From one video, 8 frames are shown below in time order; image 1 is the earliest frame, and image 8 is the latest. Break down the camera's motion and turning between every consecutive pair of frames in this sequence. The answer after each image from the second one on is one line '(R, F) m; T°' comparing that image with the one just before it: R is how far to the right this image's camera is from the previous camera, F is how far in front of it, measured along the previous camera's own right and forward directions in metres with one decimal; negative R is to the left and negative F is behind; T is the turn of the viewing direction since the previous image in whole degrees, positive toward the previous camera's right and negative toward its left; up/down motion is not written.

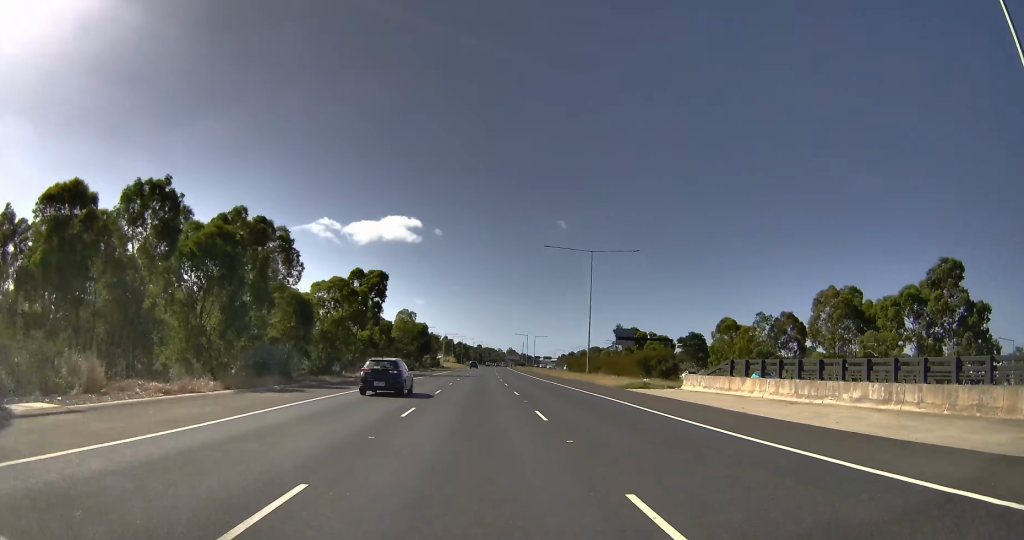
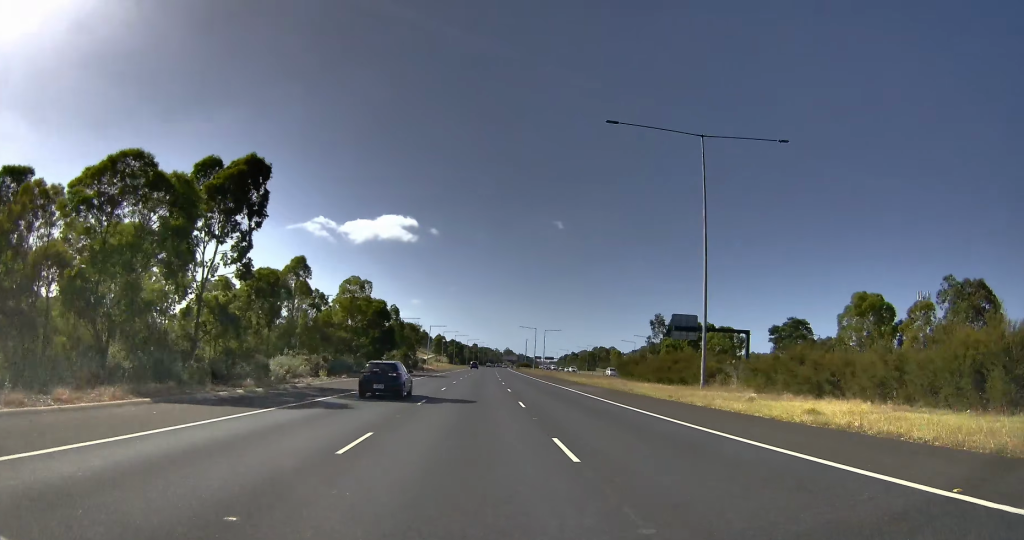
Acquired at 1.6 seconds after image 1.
(-0.4, +46.6) m; 0°
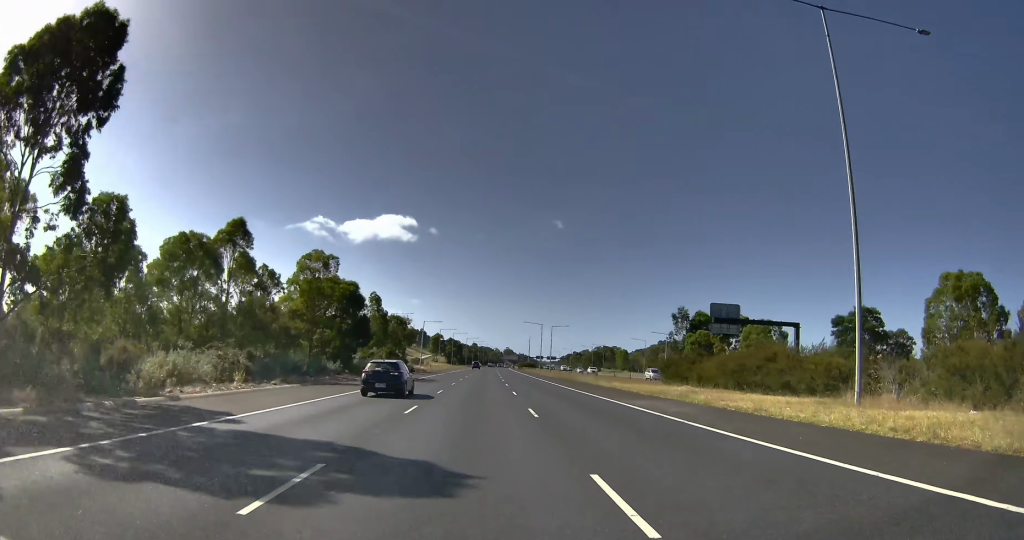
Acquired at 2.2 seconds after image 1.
(+0.1, +16.8) m; 0°
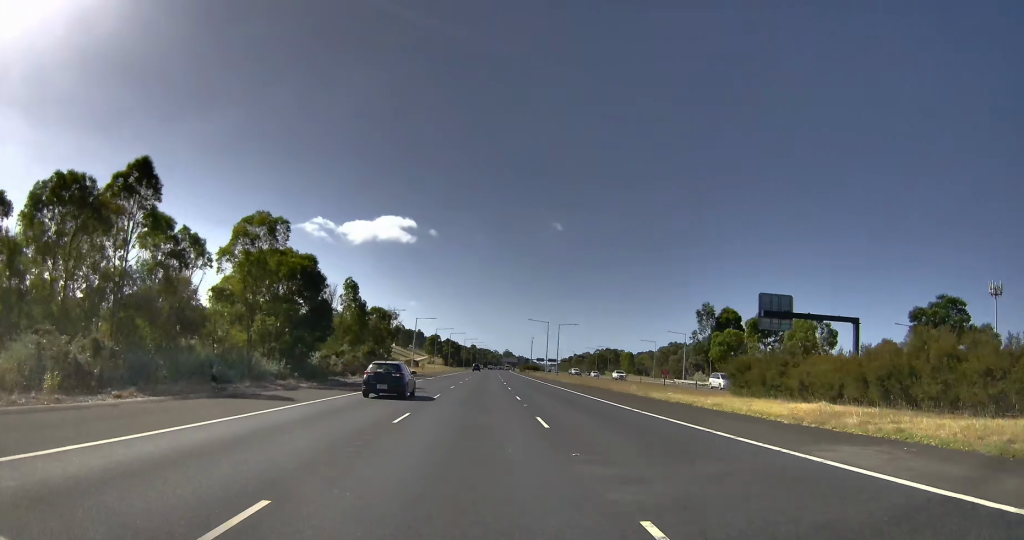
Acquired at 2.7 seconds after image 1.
(0.0, +14.0) m; 0°
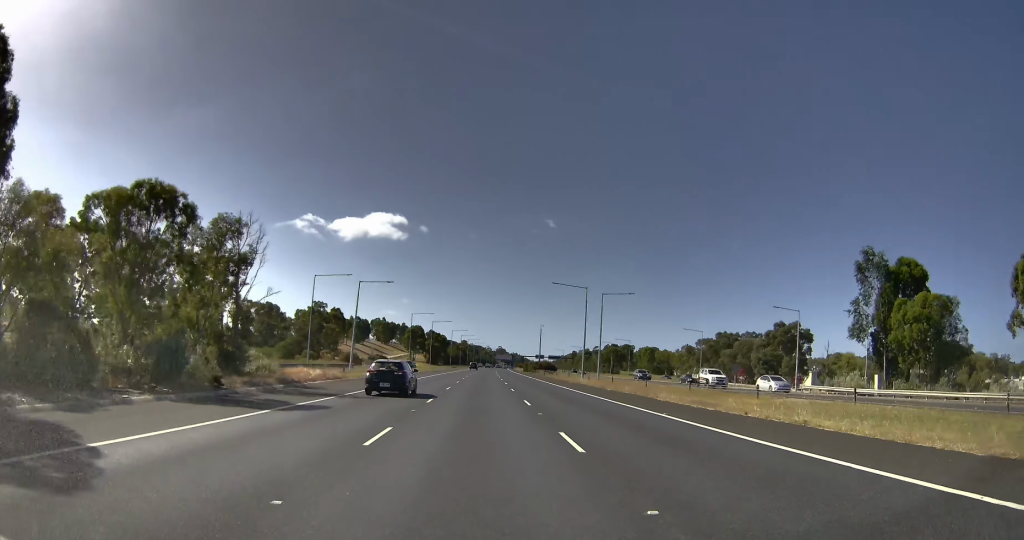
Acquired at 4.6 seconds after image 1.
(-0.4, +47.1) m; -1°
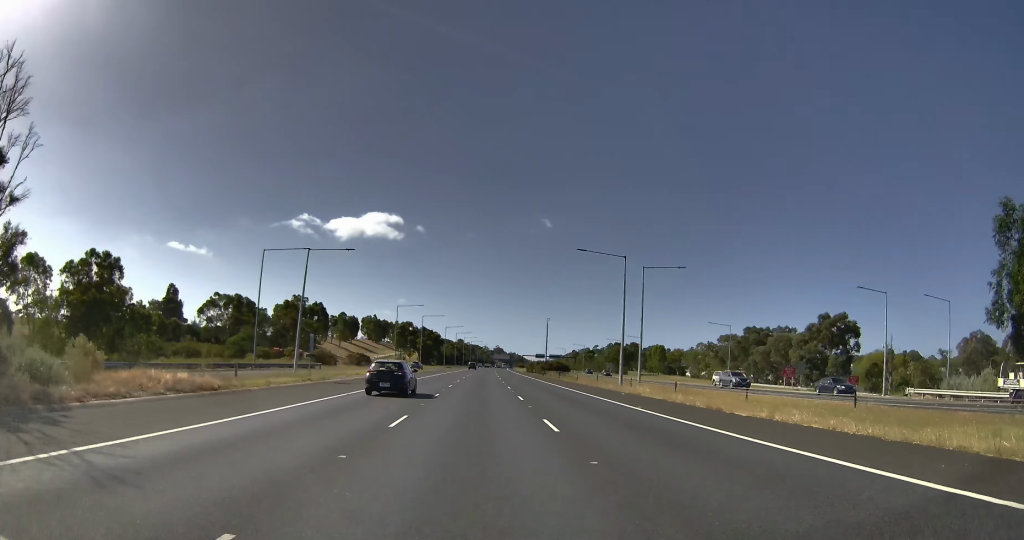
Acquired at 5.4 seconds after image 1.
(0.0, +16.3) m; 0°
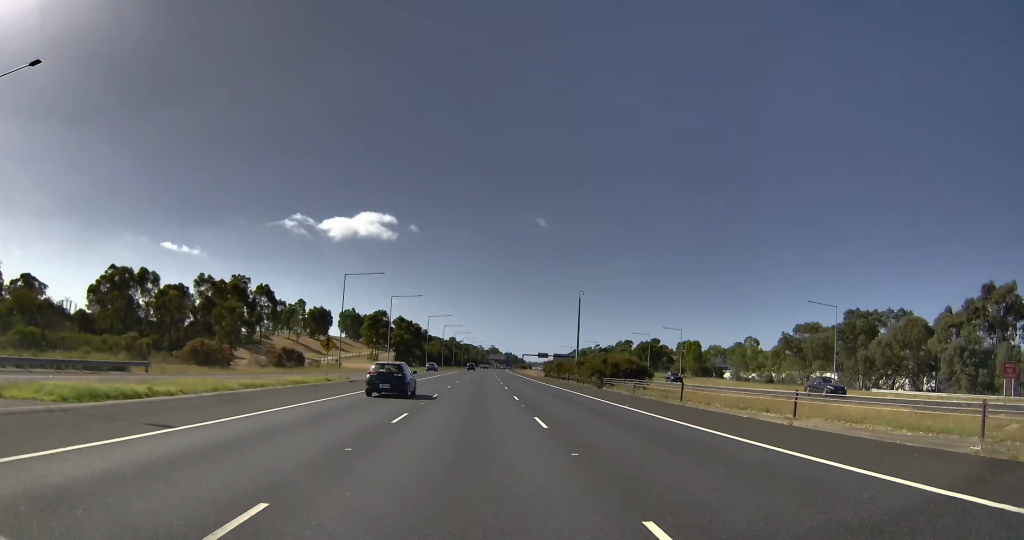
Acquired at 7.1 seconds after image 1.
(-0.4, +33.4) m; 0°
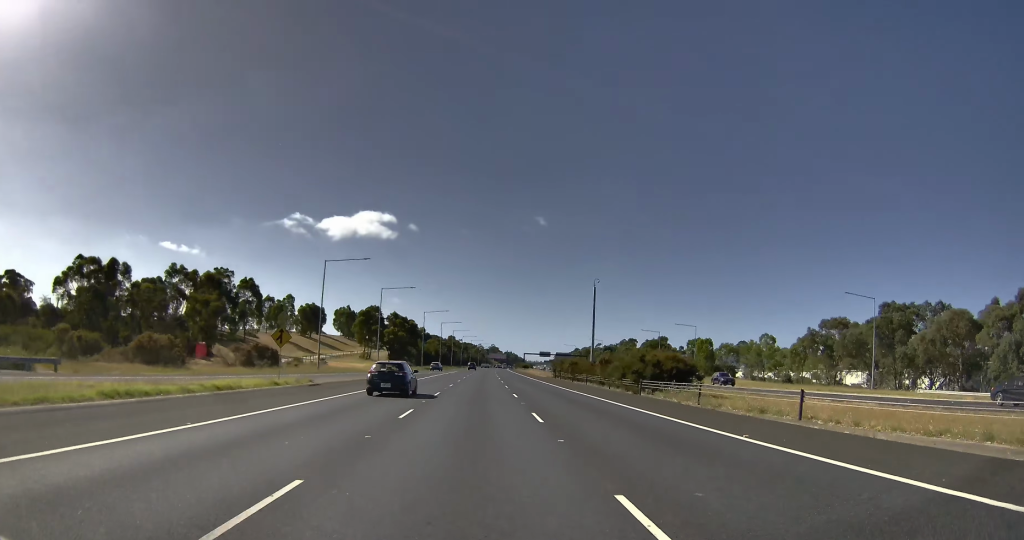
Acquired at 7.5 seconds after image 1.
(+0.1, +8.5) m; +1°
